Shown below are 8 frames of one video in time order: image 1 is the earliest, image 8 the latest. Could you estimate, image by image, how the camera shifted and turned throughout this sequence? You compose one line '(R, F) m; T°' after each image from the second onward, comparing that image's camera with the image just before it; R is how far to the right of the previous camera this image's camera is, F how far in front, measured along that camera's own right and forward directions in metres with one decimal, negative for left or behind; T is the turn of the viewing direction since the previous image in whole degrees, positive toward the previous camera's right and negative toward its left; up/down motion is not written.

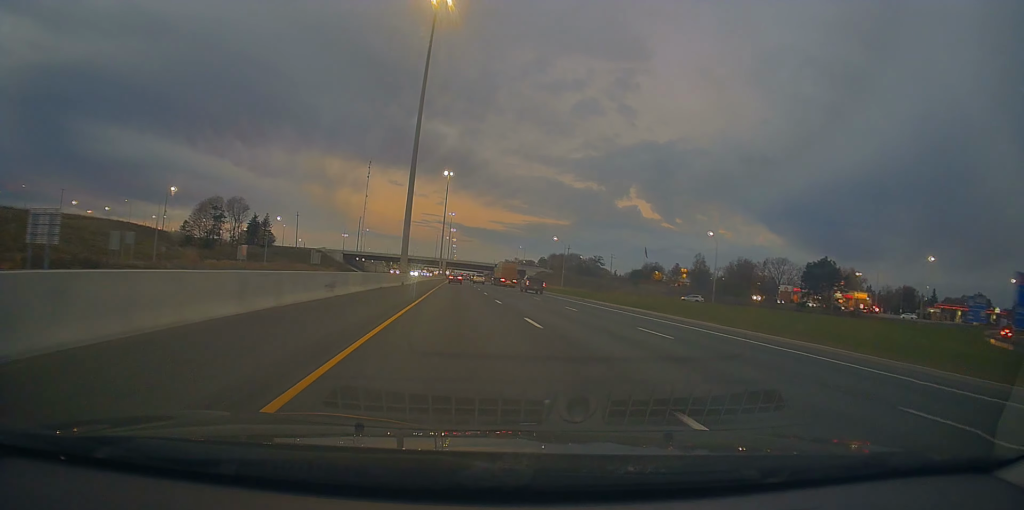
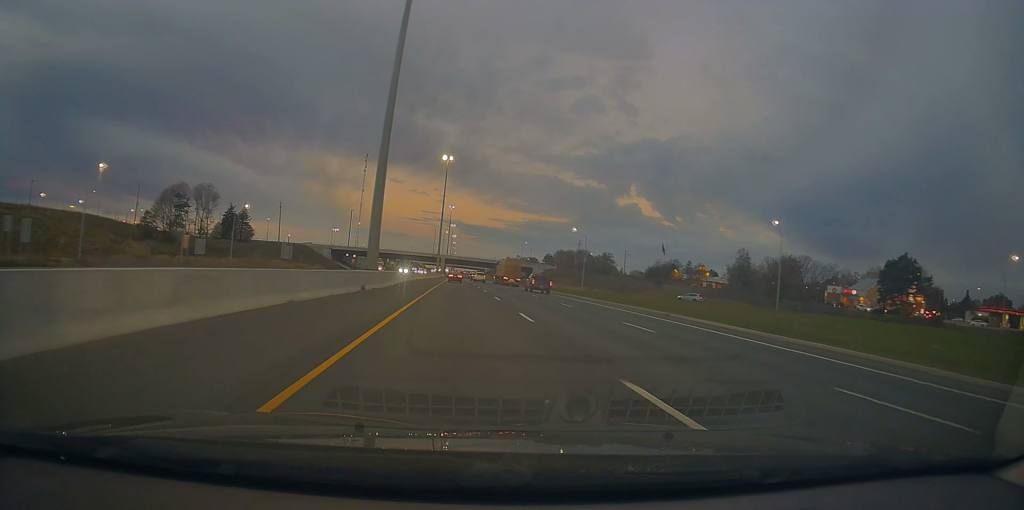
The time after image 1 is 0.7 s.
(+0.1, +19.8) m; 0°
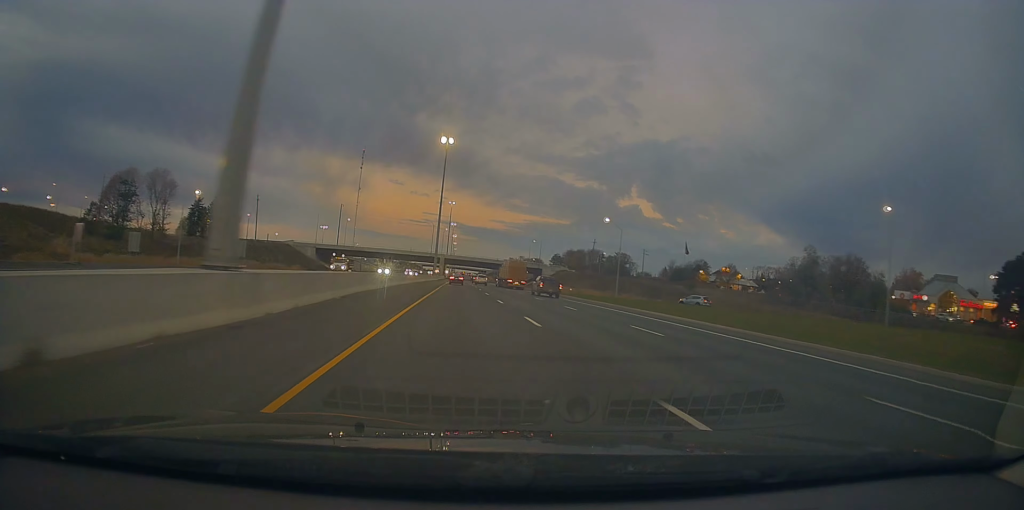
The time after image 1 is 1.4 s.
(+0.1, +21.5) m; 0°
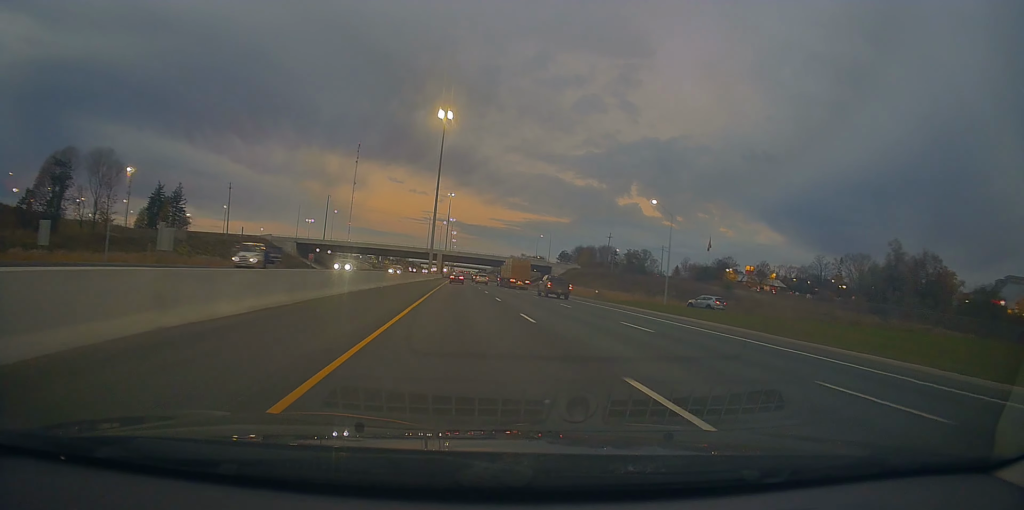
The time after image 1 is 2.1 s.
(+0.1, +19.6) m; 0°
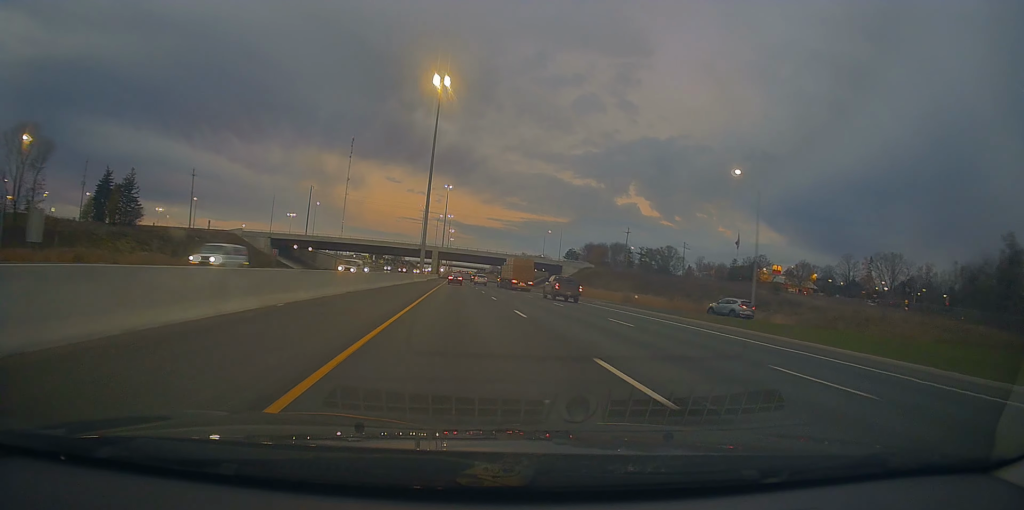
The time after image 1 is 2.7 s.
(-0.2, +20.9) m; 0°
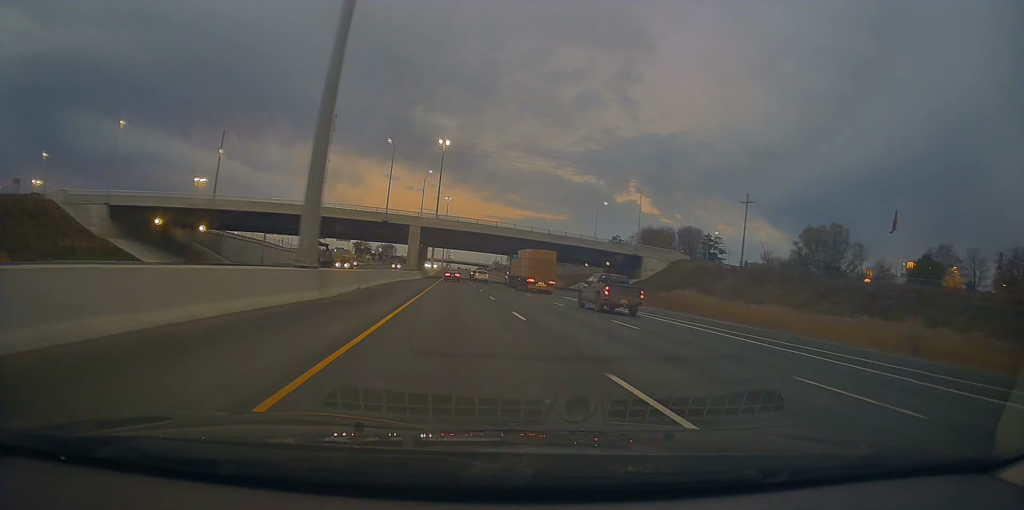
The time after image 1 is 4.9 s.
(-0.1, +70.7) m; 0°
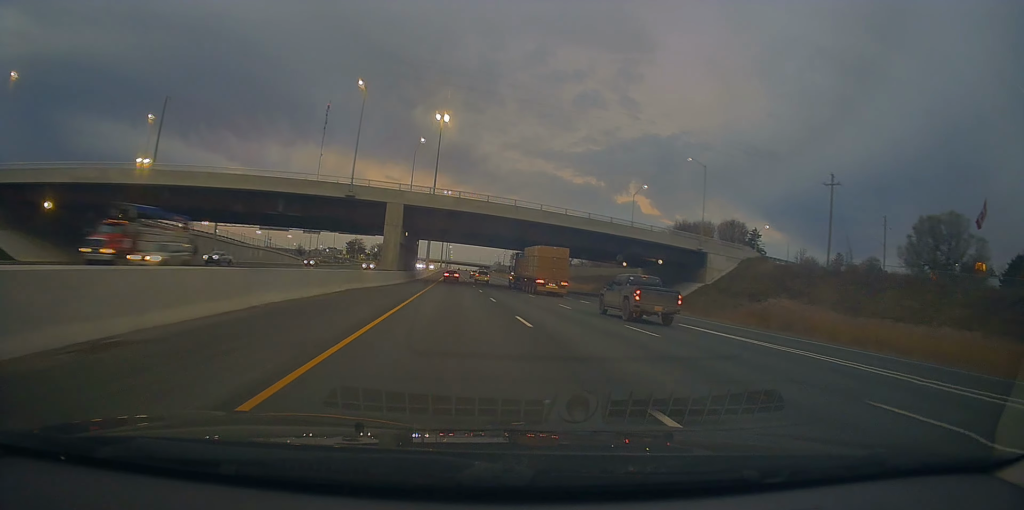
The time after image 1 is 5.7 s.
(+0.2, +25.8) m; 0°
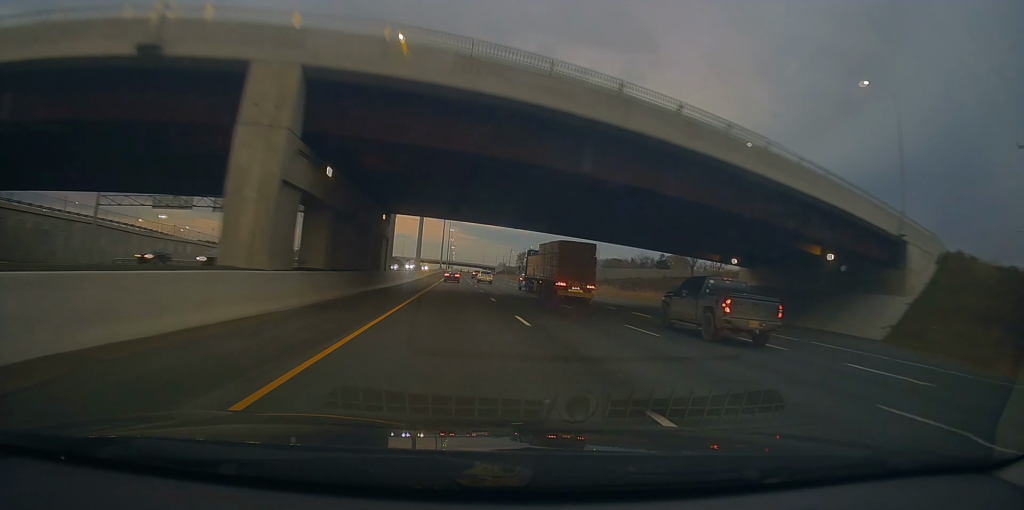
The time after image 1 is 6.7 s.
(-0.1, +36.2) m; 0°
